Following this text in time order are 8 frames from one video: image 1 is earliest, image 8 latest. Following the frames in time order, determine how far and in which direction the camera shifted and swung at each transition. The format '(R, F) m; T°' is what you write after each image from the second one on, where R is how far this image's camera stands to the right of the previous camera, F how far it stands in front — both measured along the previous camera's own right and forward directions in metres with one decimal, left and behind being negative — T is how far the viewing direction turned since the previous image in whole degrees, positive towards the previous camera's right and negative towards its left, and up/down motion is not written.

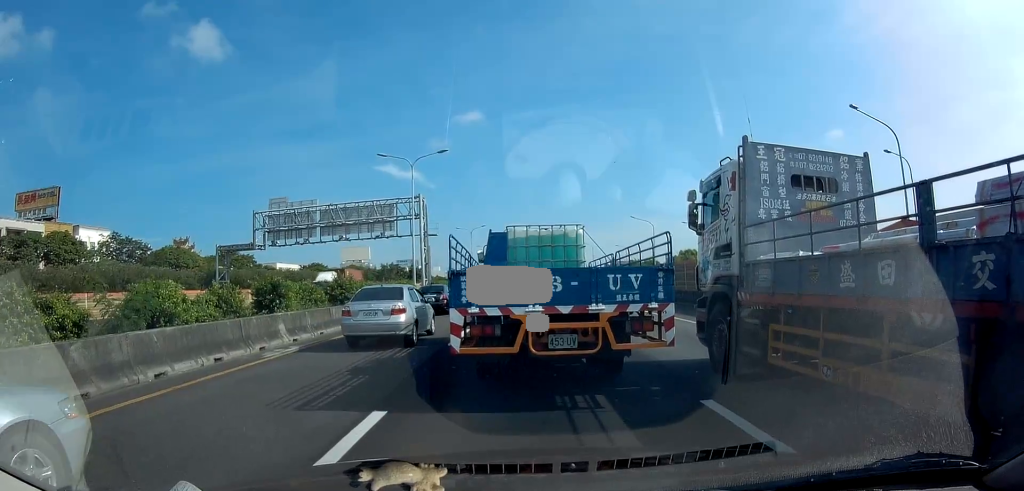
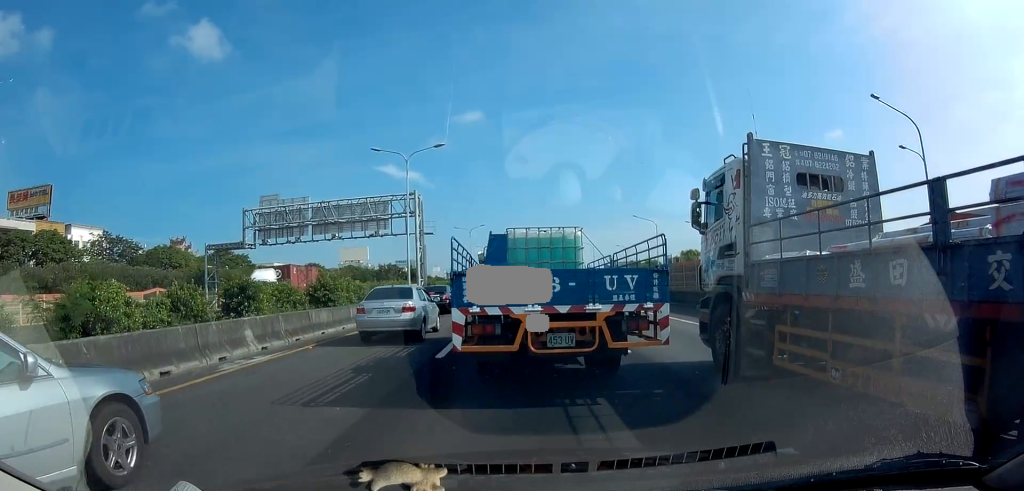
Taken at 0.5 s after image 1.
(0.0, +1.9) m; 0°
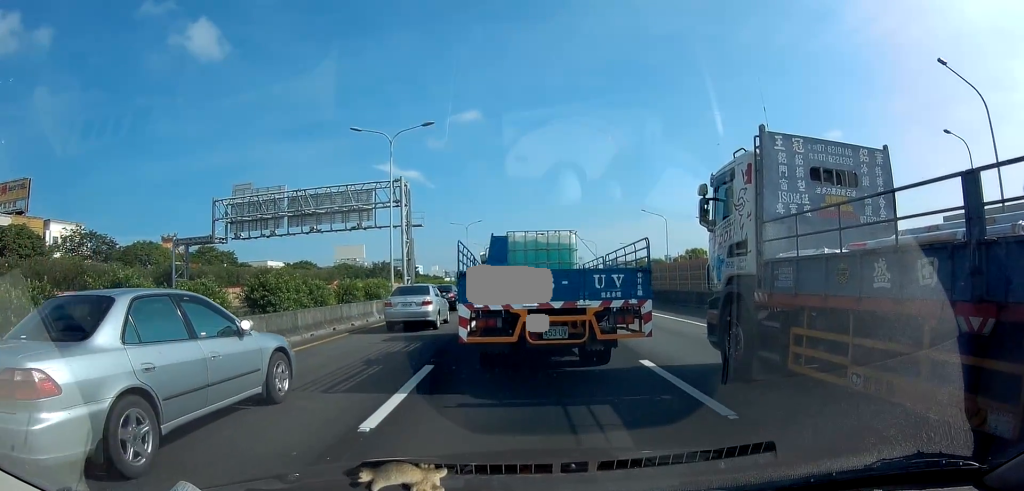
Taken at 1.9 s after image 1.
(0.0, +5.0) m; 0°
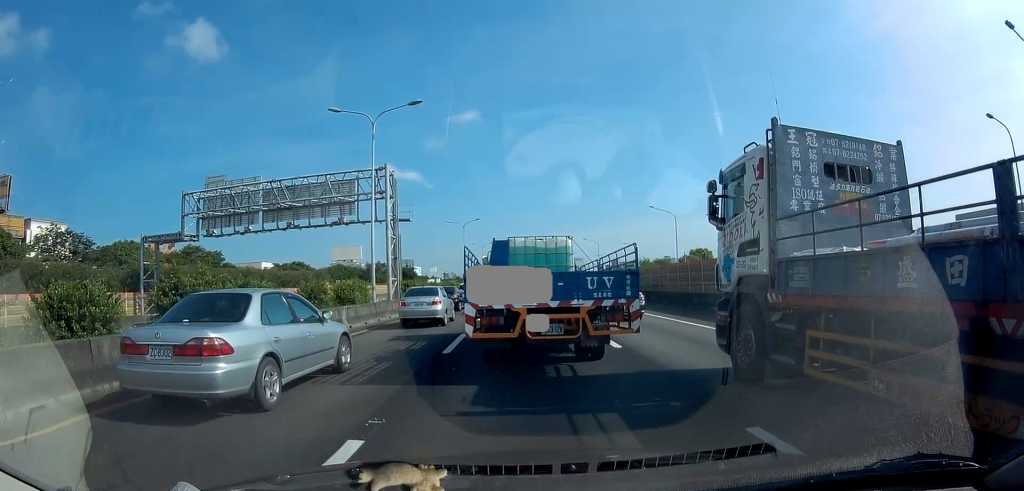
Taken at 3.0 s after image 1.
(0.0, +4.3) m; 0°
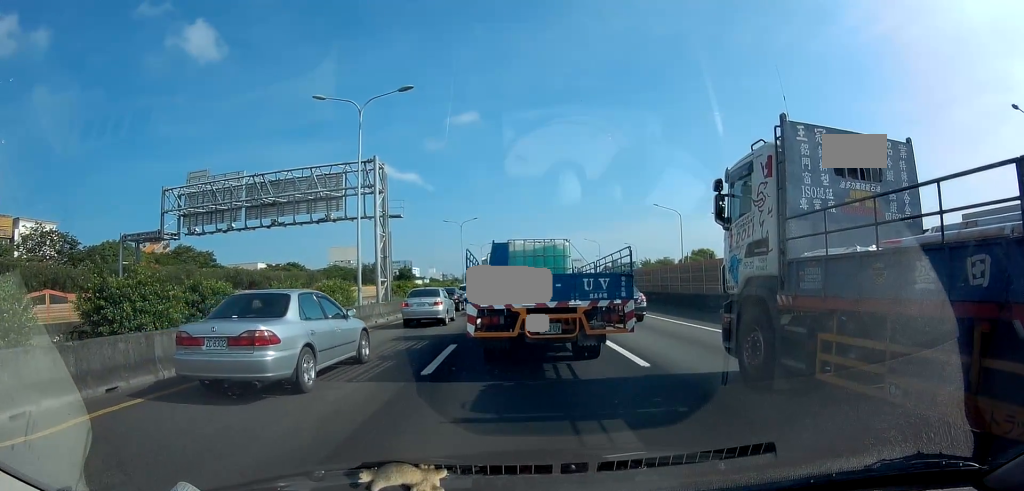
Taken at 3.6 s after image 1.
(0.0, +2.4) m; 0°
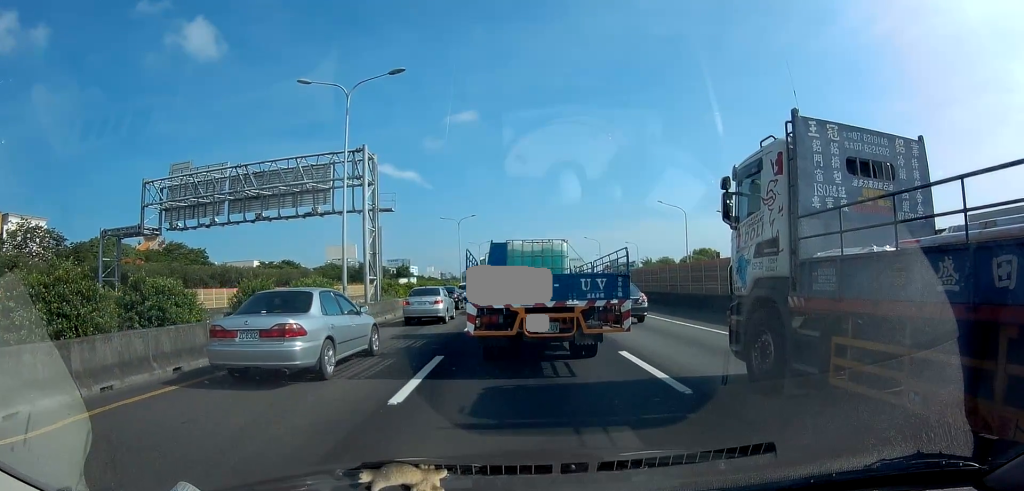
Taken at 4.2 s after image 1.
(0.0, +2.1) m; 0°
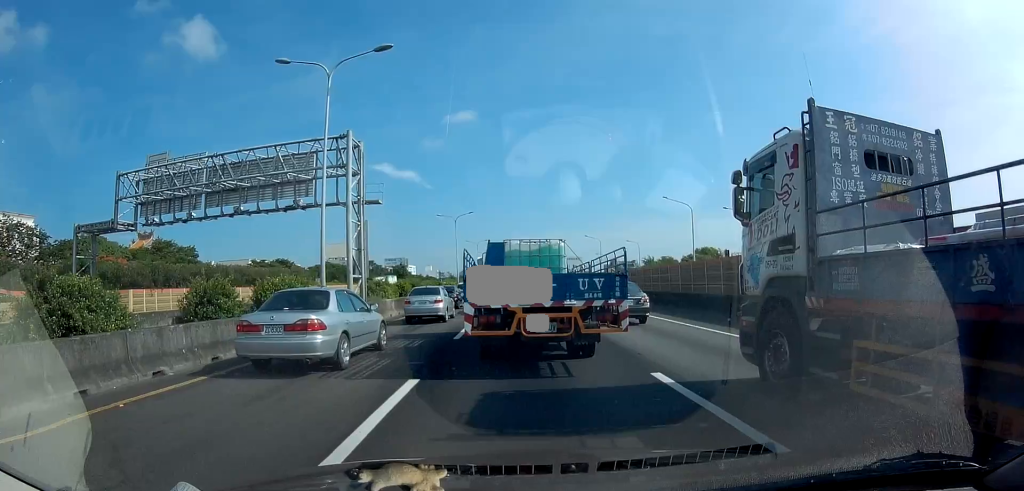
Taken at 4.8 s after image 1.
(0.0, +2.6) m; 0°
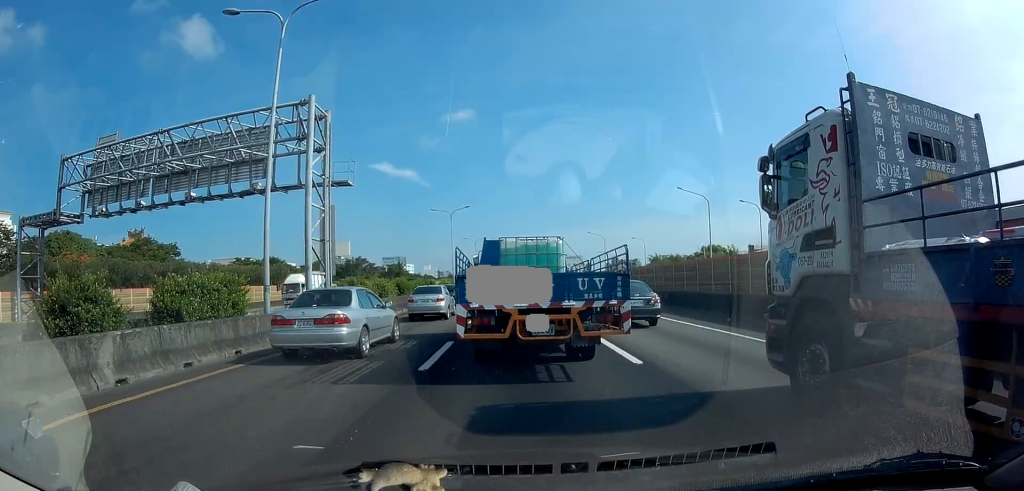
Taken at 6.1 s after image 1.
(0.0, +5.1) m; 0°
